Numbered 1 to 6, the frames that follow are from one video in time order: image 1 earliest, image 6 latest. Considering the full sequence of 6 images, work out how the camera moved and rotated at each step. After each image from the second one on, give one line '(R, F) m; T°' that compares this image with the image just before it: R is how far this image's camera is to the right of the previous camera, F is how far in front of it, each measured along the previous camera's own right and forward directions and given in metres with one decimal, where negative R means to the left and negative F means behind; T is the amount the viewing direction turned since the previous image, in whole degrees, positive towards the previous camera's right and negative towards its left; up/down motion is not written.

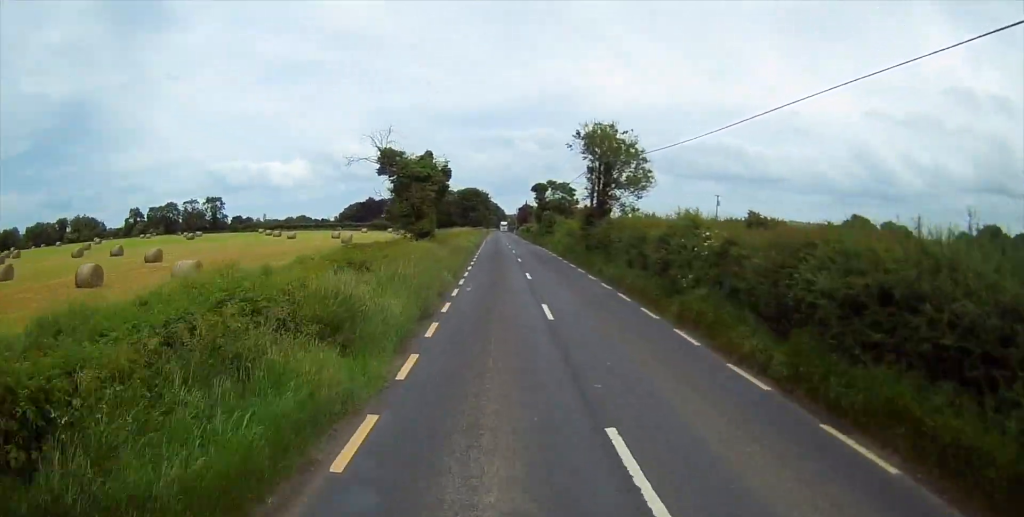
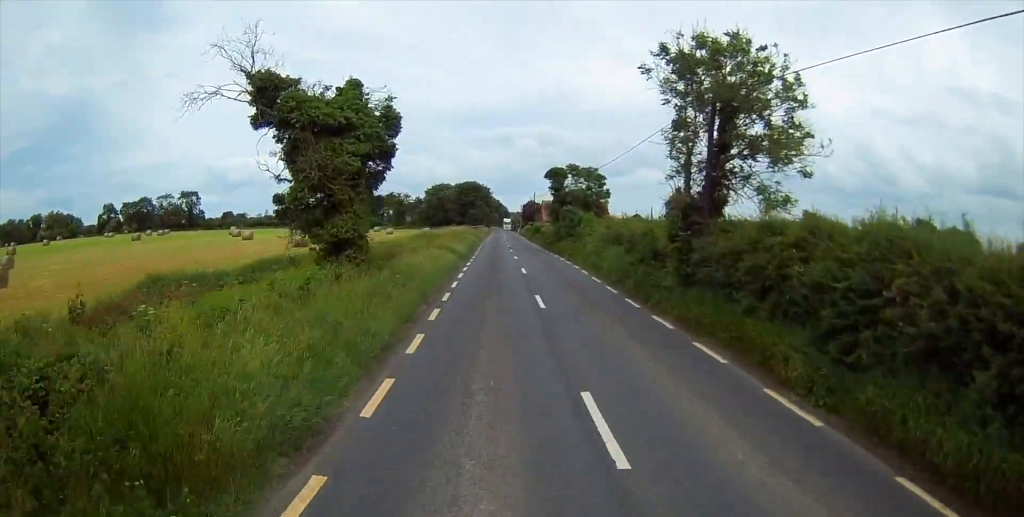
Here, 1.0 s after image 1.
(+0.2, +21.6) m; 0°
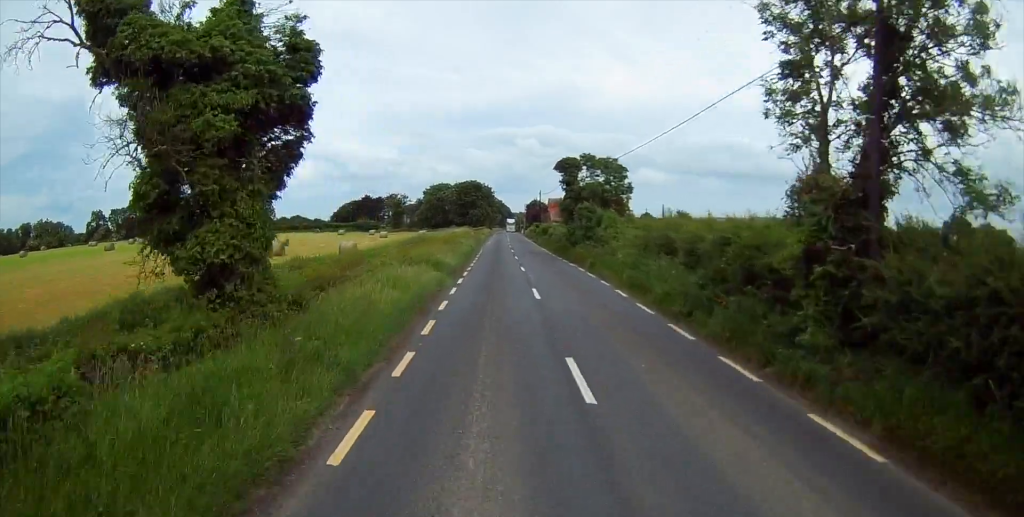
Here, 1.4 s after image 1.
(+0.1, +9.3) m; 0°
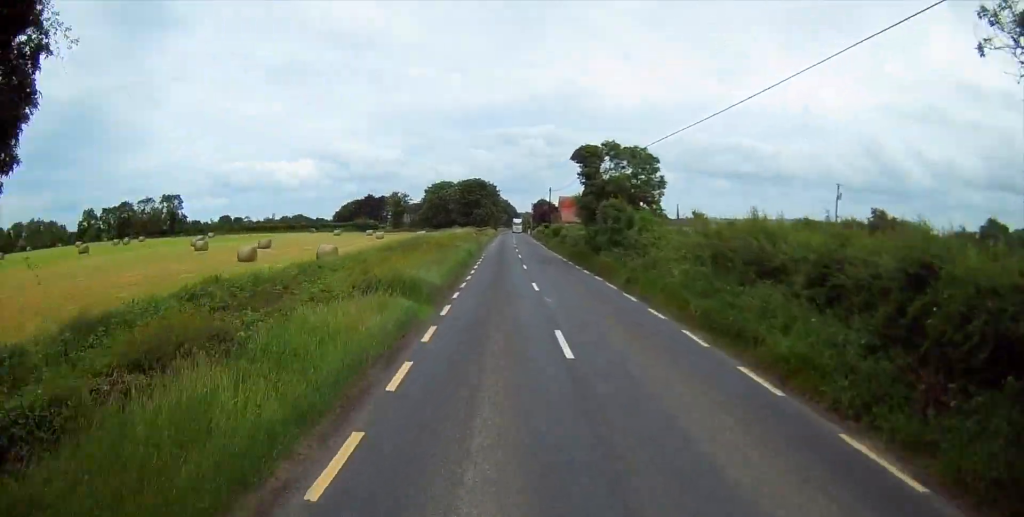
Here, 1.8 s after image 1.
(-0.1, +8.5) m; 0°
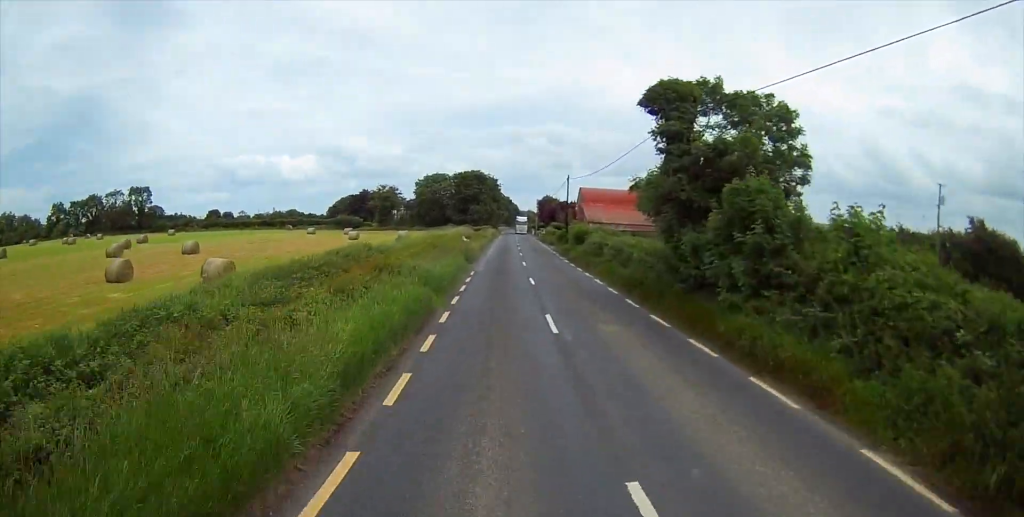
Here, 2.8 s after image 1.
(-0.1, +19.8) m; 0°
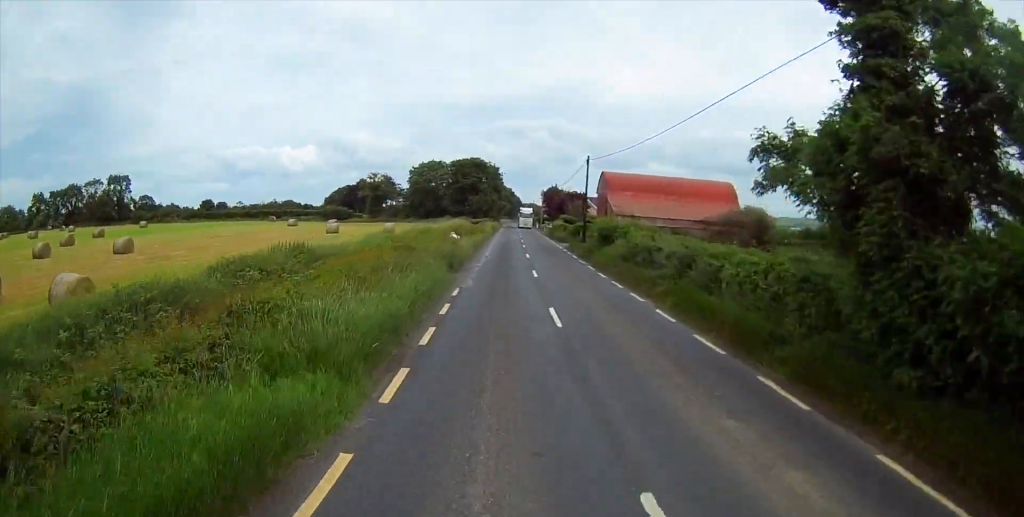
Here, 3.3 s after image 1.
(0.0, +12.1) m; 0°
